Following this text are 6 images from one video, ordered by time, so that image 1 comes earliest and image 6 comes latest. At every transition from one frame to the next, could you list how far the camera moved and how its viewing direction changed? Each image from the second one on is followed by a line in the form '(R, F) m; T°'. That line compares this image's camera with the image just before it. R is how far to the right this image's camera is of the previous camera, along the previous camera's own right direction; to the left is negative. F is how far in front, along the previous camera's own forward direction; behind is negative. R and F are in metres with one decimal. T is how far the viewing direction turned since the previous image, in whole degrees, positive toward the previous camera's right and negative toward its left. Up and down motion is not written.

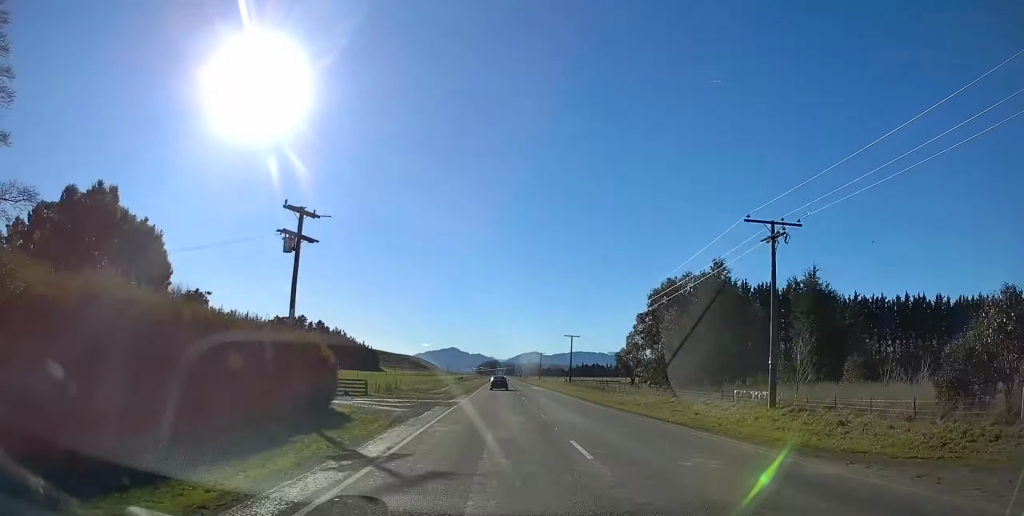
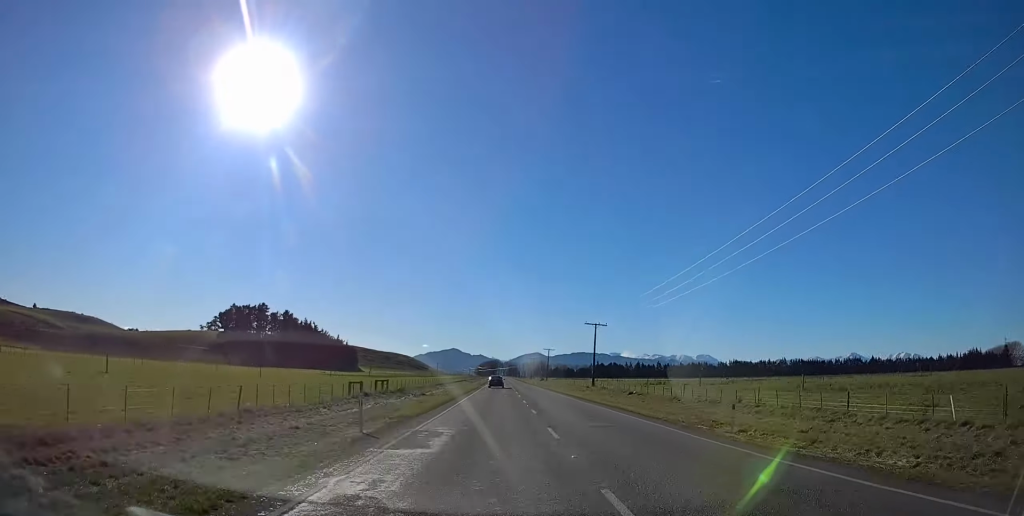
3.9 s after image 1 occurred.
(0.0, +106.2) m; 0°
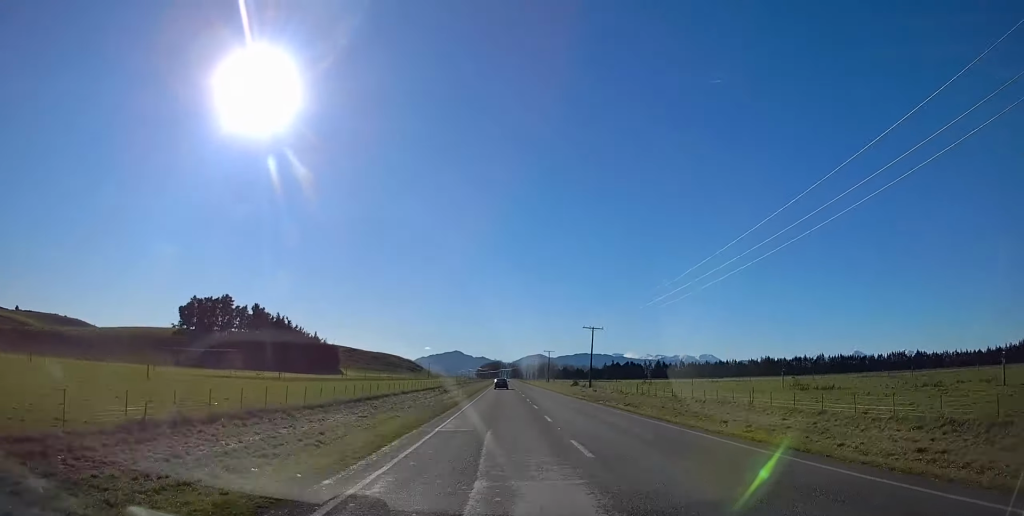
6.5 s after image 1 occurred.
(0.0, +73.3) m; 0°
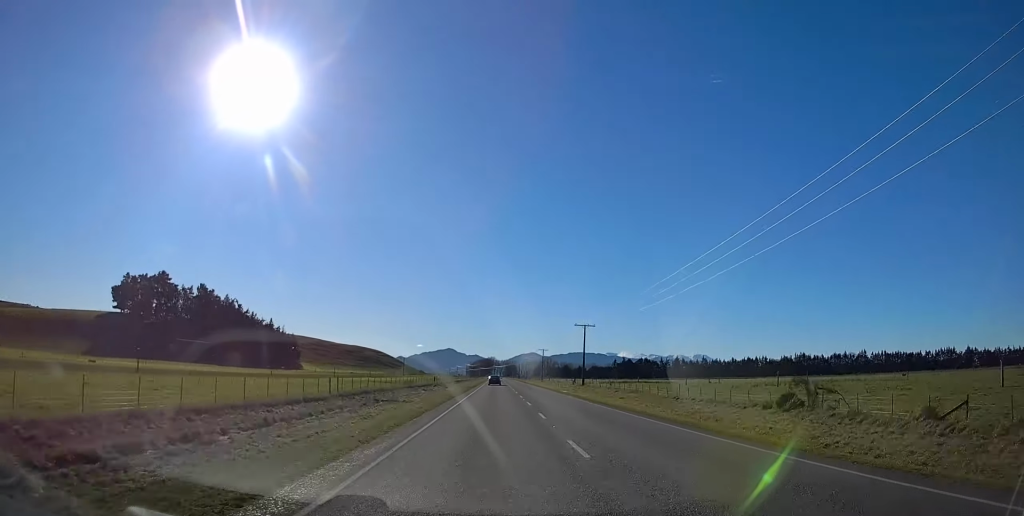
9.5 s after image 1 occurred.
(-0.1, +80.6) m; 0°
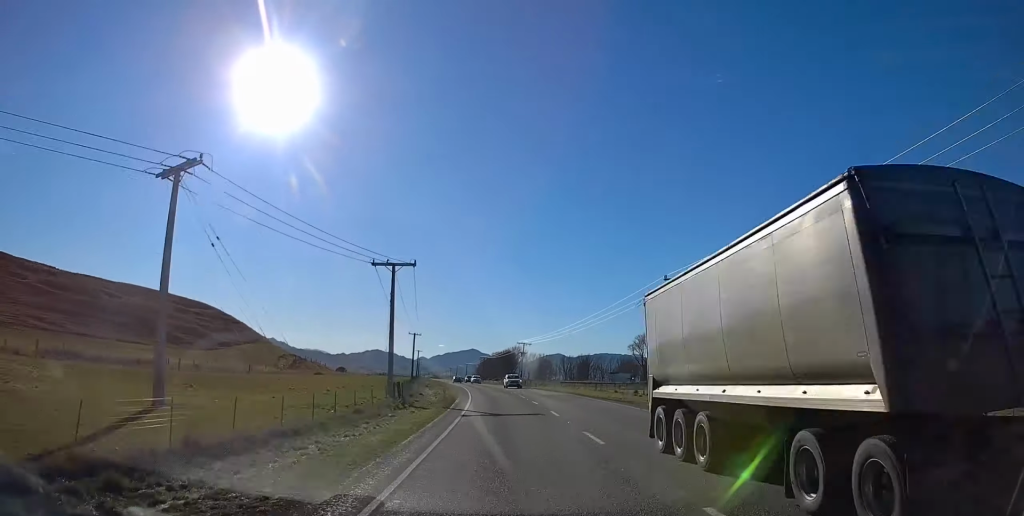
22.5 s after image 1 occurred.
(-3.0, +359.3) m; -3°
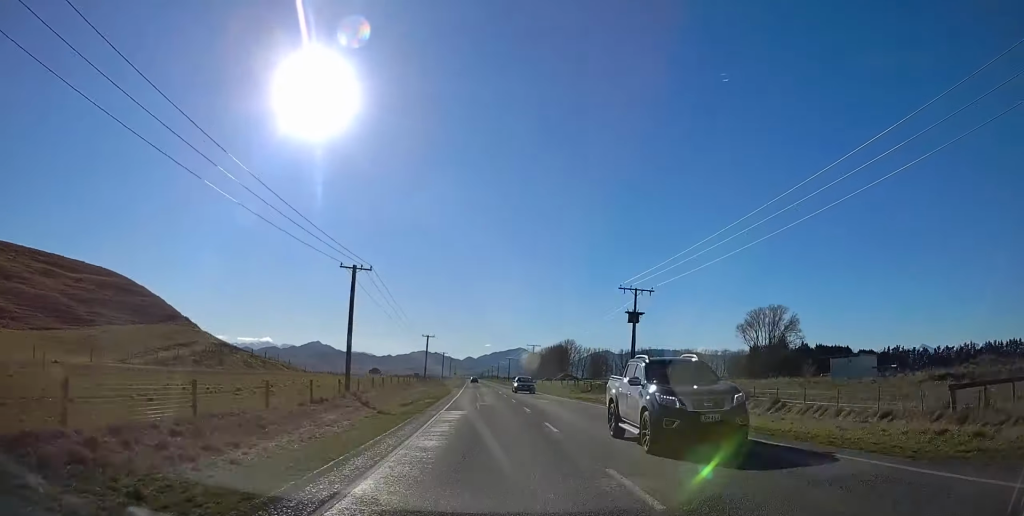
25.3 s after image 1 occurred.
(-1.4, +77.1) m; -2°
